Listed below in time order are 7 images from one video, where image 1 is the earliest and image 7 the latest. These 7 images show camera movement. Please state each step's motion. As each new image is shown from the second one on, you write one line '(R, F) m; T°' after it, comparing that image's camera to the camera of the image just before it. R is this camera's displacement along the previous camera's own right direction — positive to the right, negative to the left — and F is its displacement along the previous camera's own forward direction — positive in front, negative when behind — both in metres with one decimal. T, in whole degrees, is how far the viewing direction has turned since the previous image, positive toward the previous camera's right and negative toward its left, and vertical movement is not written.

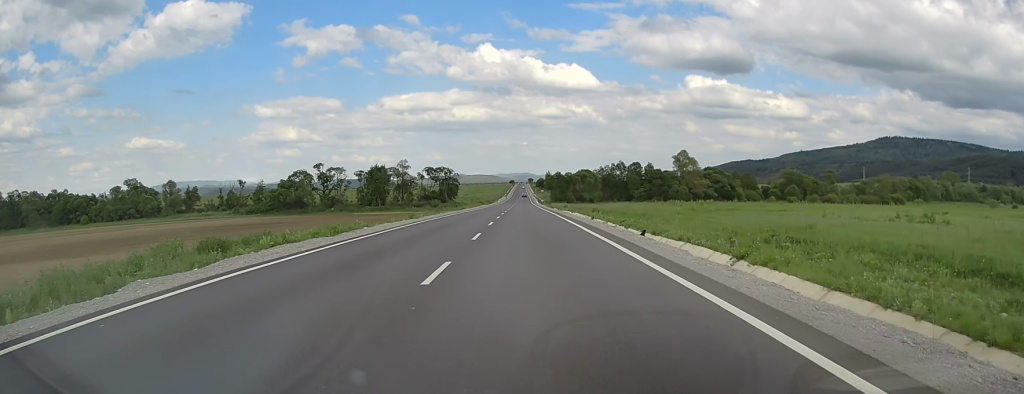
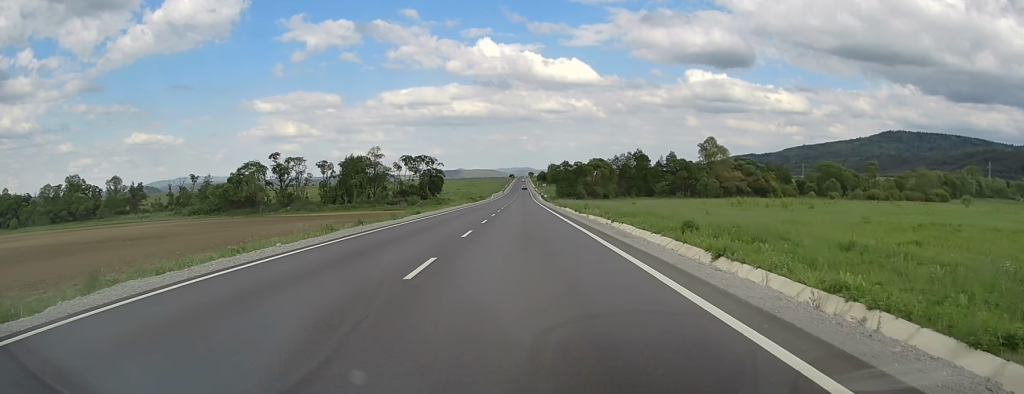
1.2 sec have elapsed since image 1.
(-0.3, +35.9) m; -1°
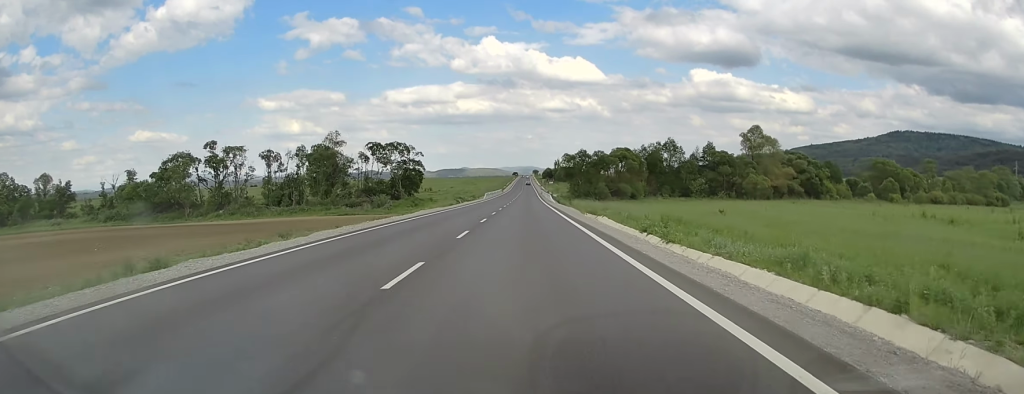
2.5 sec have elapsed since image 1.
(+0.2, +37.4) m; +1°
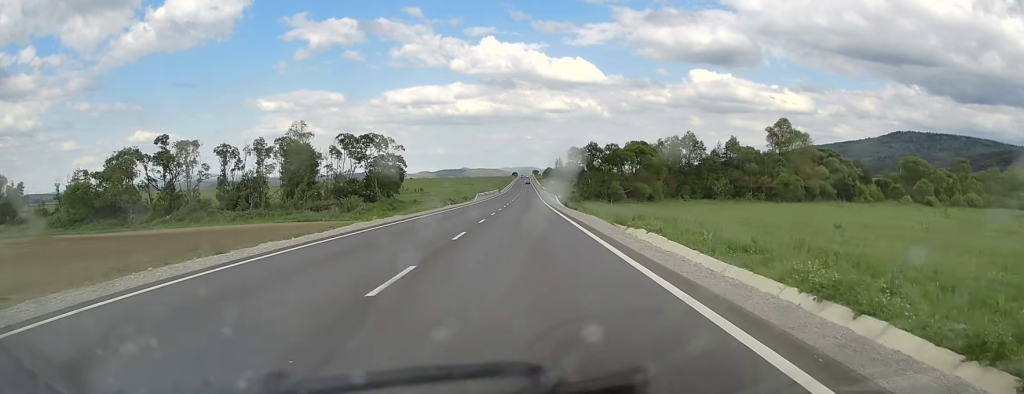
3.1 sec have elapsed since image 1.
(+0.2, +18.8) m; 0°
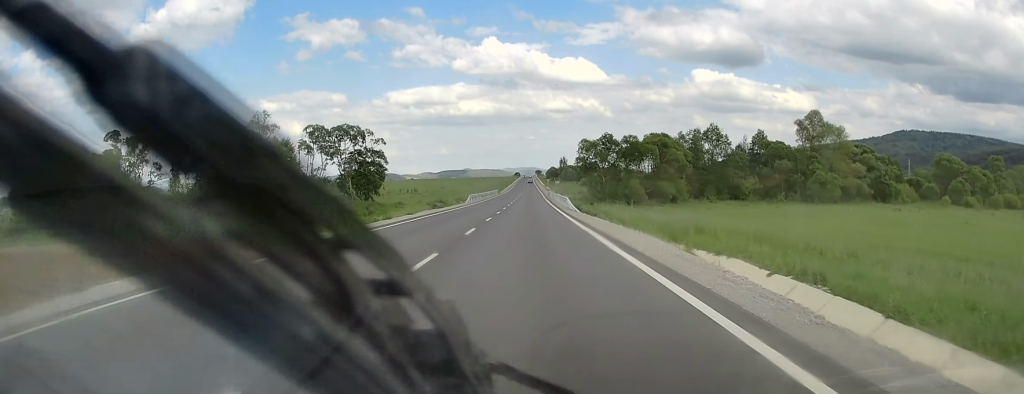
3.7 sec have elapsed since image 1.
(-0.1, +15.9) m; 0°
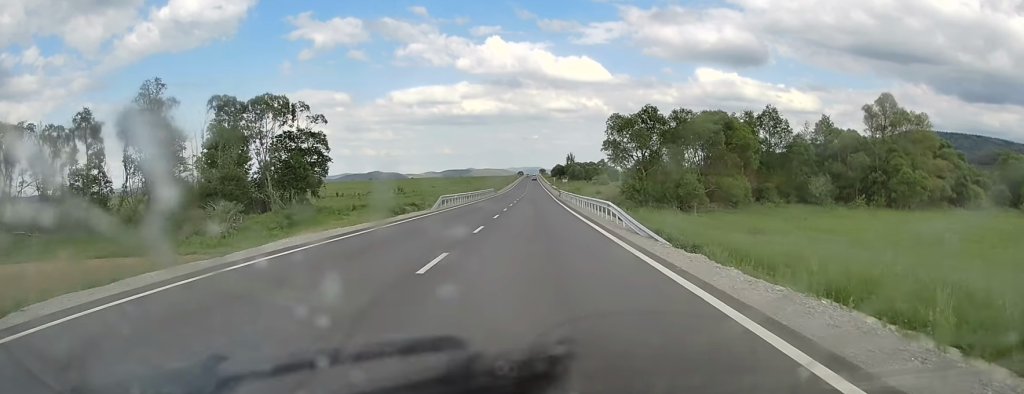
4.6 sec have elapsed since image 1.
(-0.2, +27.9) m; -1°
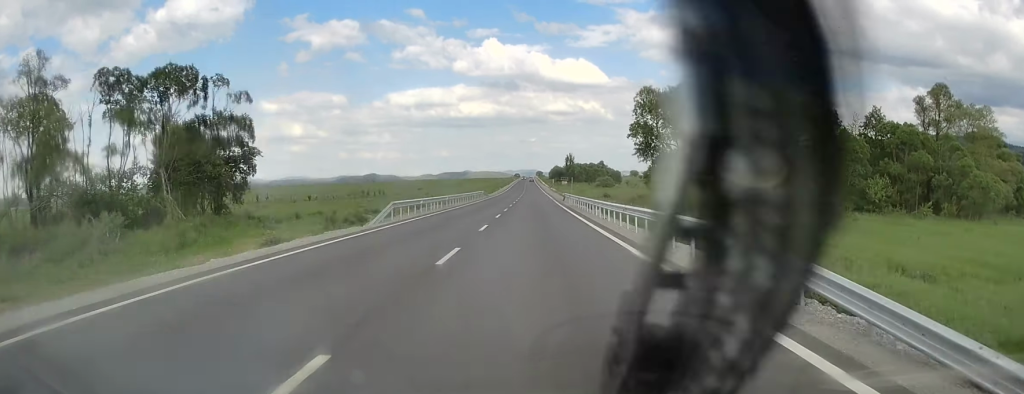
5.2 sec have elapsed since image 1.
(0.0, +16.9) m; 0°
